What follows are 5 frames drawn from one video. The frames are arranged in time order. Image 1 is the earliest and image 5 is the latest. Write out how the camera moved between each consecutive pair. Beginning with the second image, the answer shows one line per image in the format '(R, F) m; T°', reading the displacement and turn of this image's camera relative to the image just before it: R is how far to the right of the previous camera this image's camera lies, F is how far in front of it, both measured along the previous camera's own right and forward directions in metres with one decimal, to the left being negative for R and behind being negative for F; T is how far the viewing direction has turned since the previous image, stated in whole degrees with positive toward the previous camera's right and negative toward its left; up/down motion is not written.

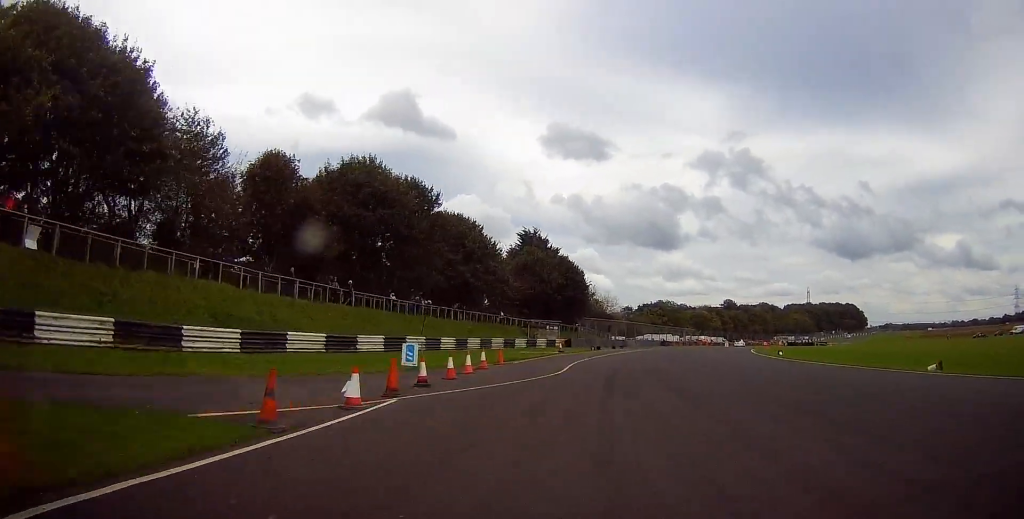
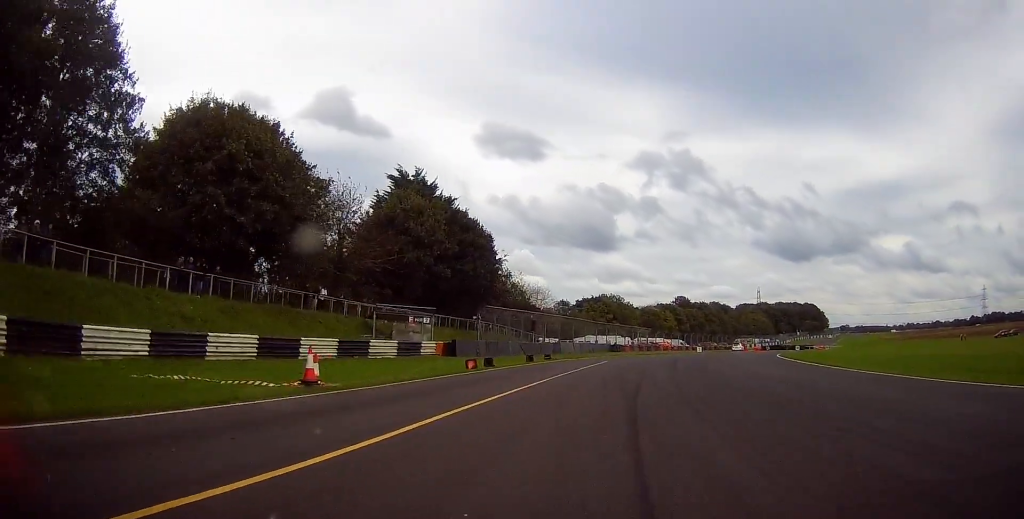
(+1.3, +35.1) m; +5°
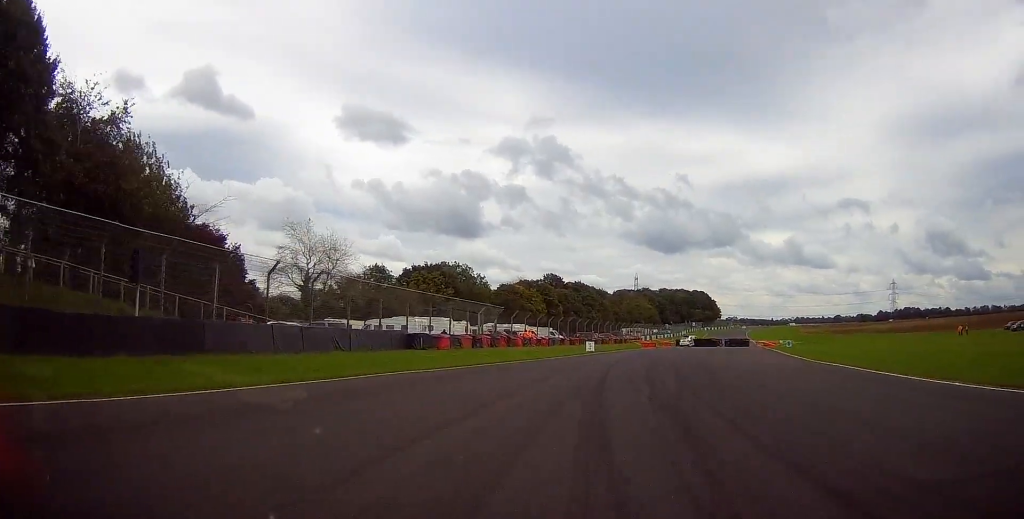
(+3.8, +44.8) m; +9°
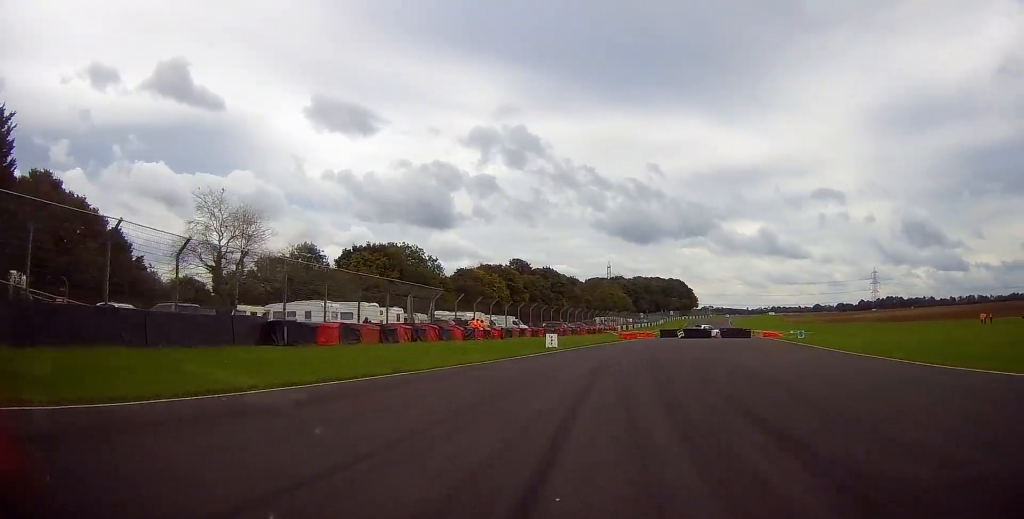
(+0.5, +14.8) m; +3°
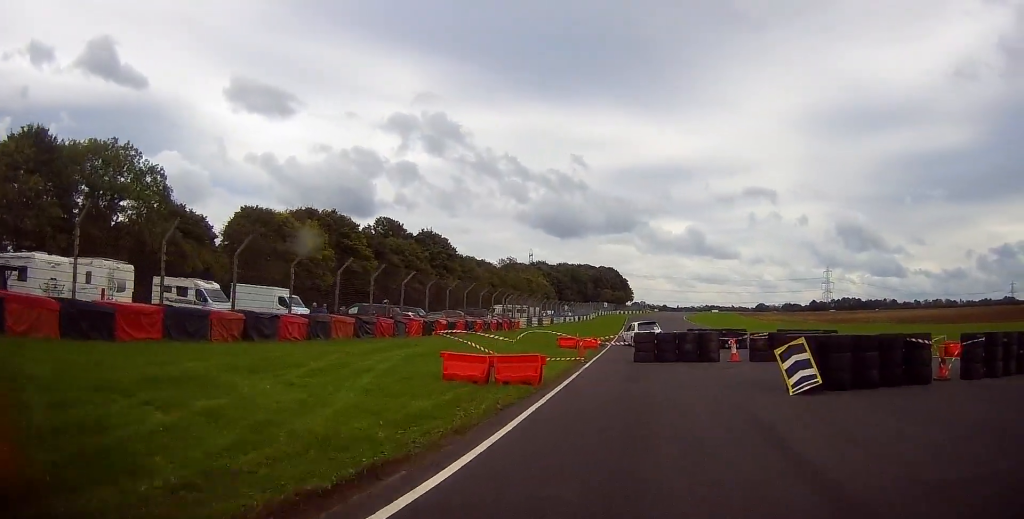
(+3.5, +56.1) m; +13°
